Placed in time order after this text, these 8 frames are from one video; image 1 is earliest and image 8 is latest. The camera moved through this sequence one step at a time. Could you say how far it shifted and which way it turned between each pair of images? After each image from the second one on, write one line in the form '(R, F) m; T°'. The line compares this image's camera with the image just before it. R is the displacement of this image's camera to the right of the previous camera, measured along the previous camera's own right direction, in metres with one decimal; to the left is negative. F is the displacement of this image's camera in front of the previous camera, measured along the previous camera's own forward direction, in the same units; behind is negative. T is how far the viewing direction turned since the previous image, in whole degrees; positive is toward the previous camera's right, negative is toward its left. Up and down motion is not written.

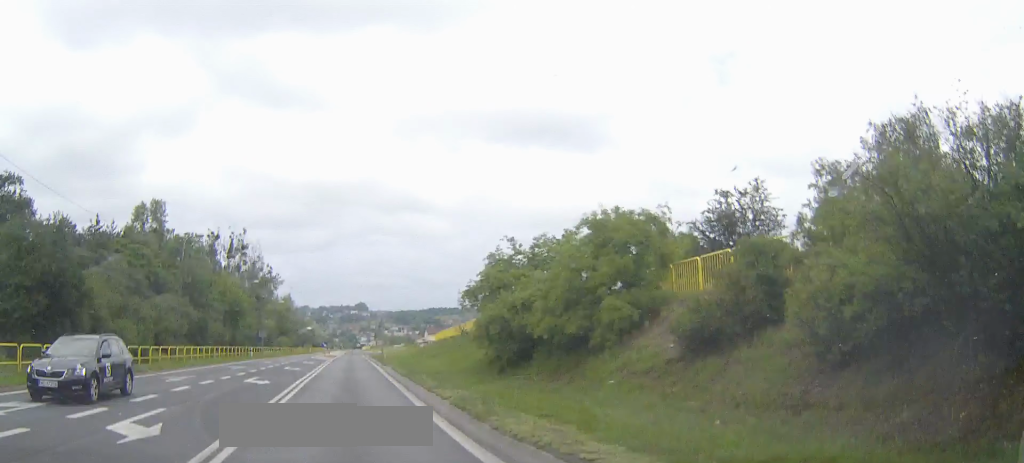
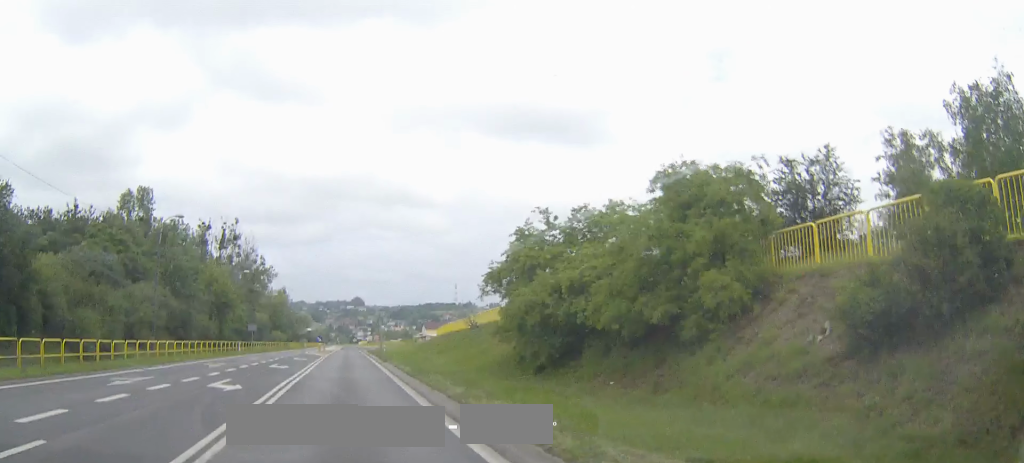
(0.0, +6.1) m; 0°
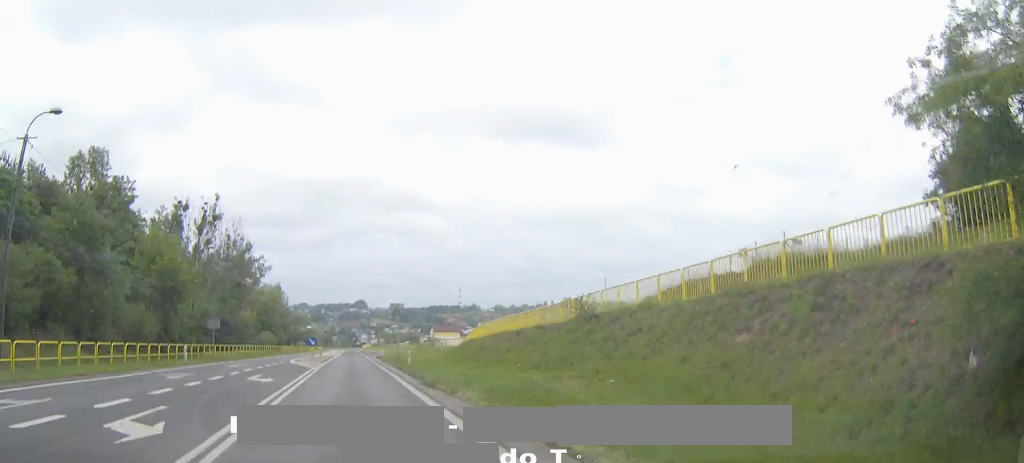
(+0.1, +23.5) m; 0°
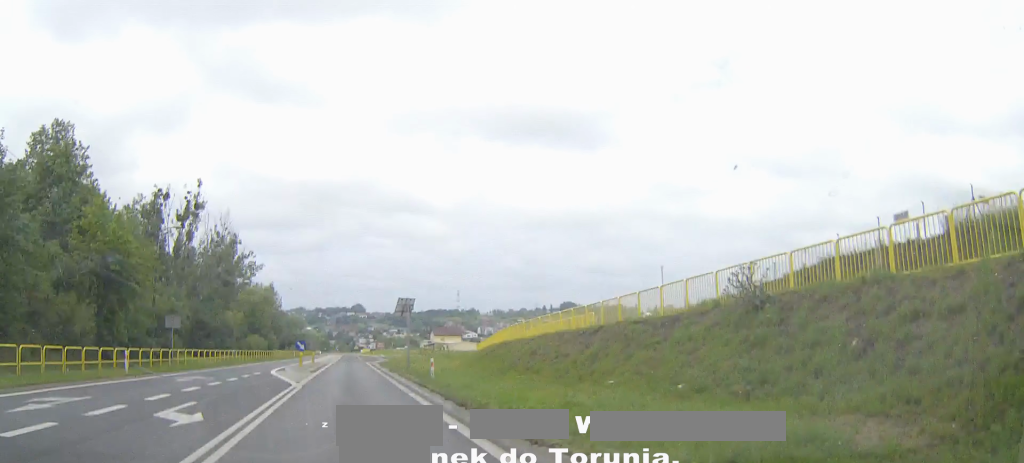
(0.0, +11.8) m; 0°
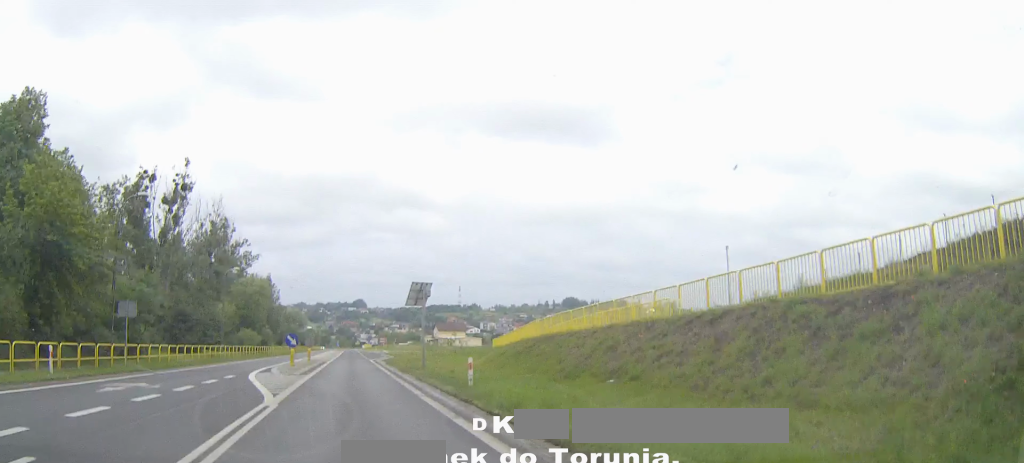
(0.0, +8.9) m; 0°
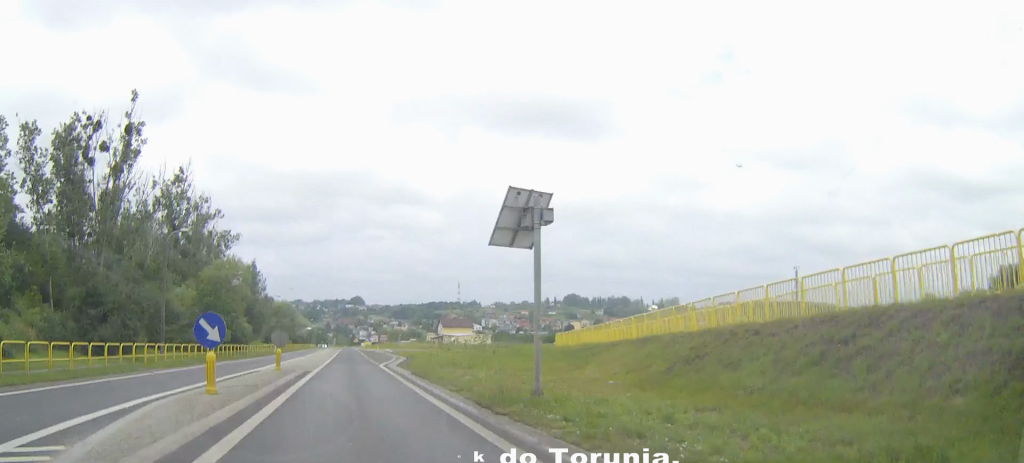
(+0.1, +24.3) m; 0°
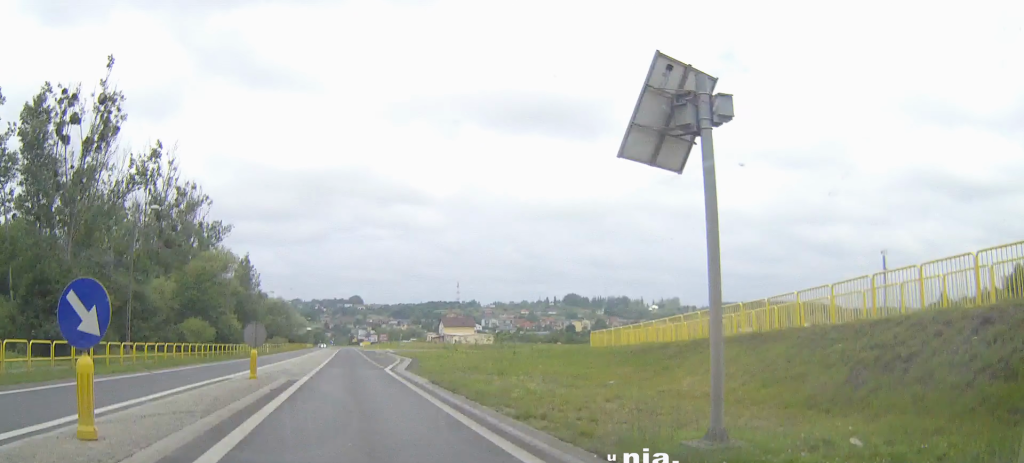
(0.0, +8.0) m; 0°
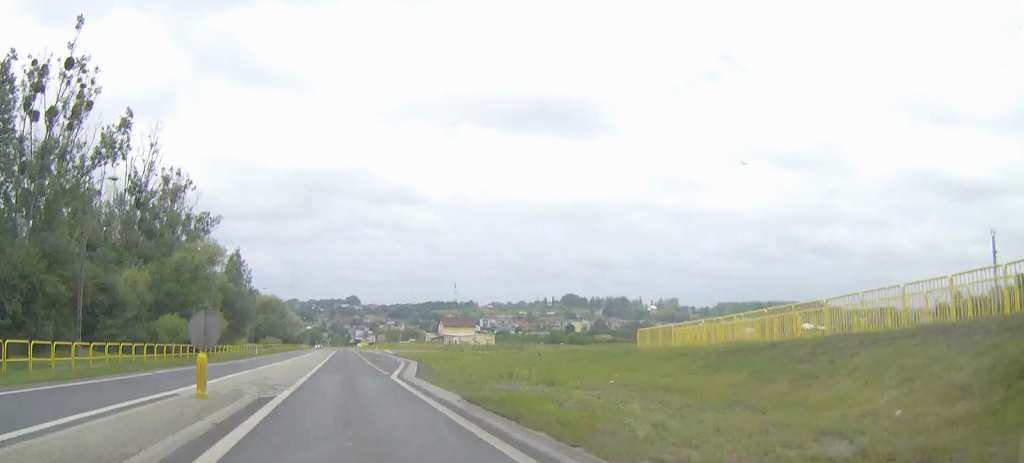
(0.0, +8.8) m; 0°
